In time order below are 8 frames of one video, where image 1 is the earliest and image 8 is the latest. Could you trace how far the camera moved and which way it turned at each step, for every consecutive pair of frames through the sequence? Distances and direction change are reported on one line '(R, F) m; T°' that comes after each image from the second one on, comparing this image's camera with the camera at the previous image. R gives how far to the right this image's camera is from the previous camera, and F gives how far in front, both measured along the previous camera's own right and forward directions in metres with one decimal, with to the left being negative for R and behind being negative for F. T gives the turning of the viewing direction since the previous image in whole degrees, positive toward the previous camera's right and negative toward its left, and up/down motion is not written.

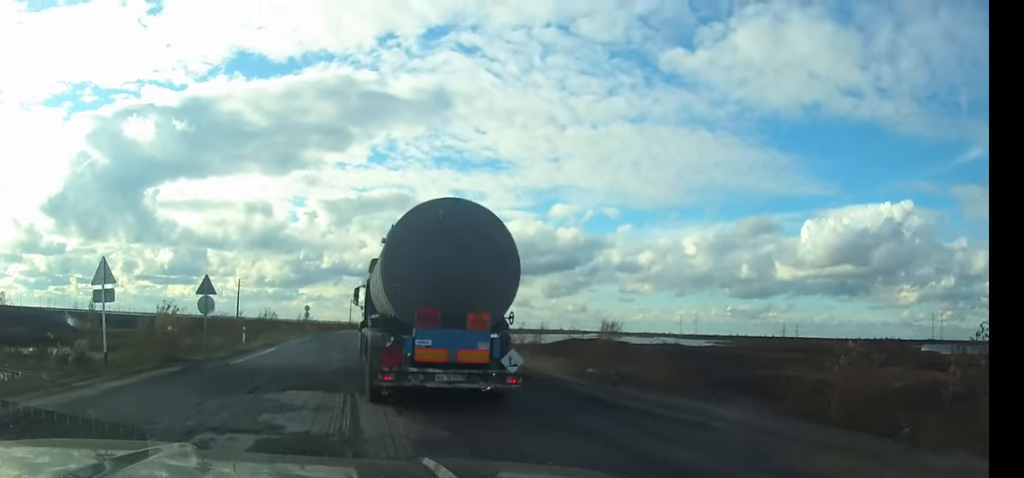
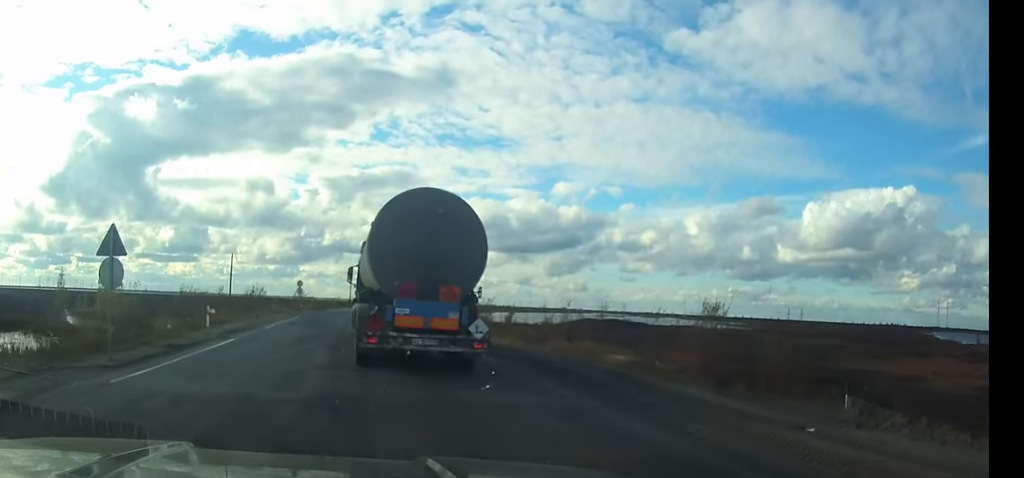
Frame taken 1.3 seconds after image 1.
(-0.1, +9.6) m; 0°
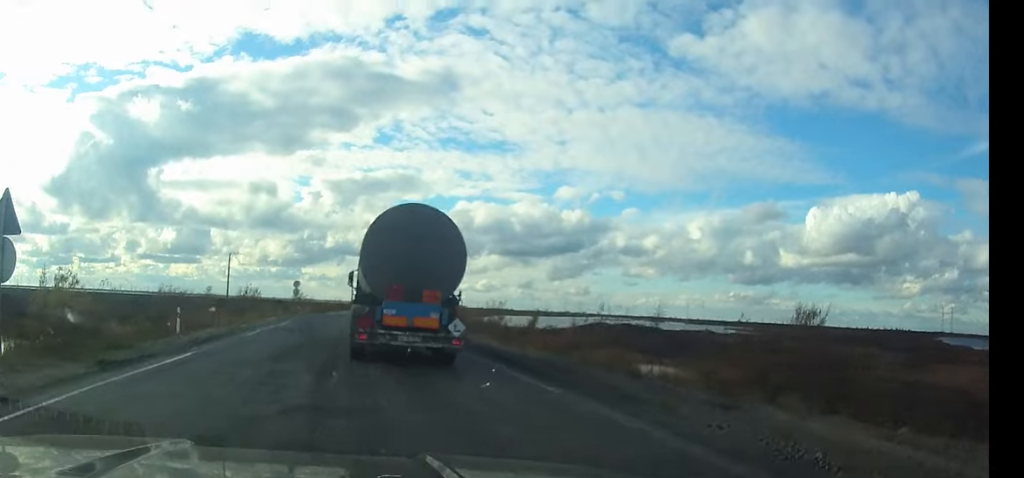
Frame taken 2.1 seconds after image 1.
(0.0, +5.7) m; 0°
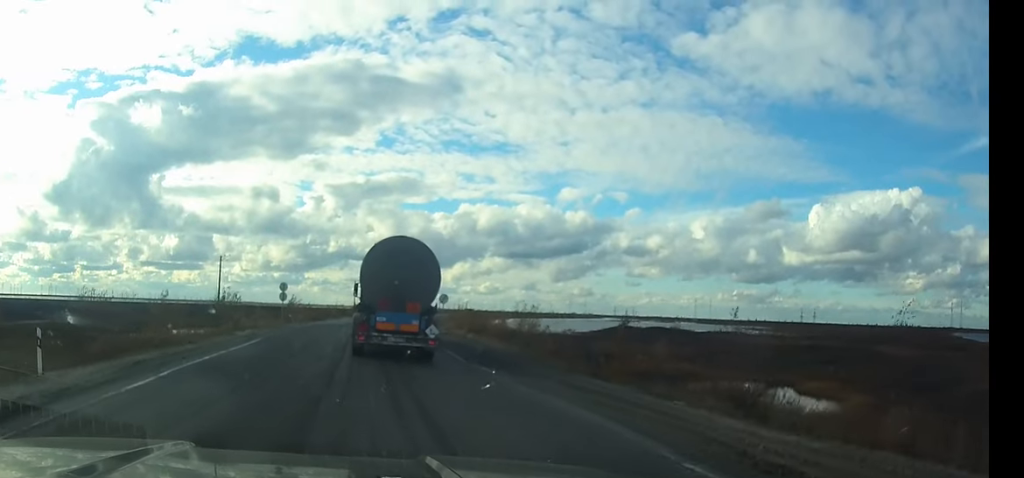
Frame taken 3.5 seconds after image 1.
(+0.1, +13.0) m; +1°
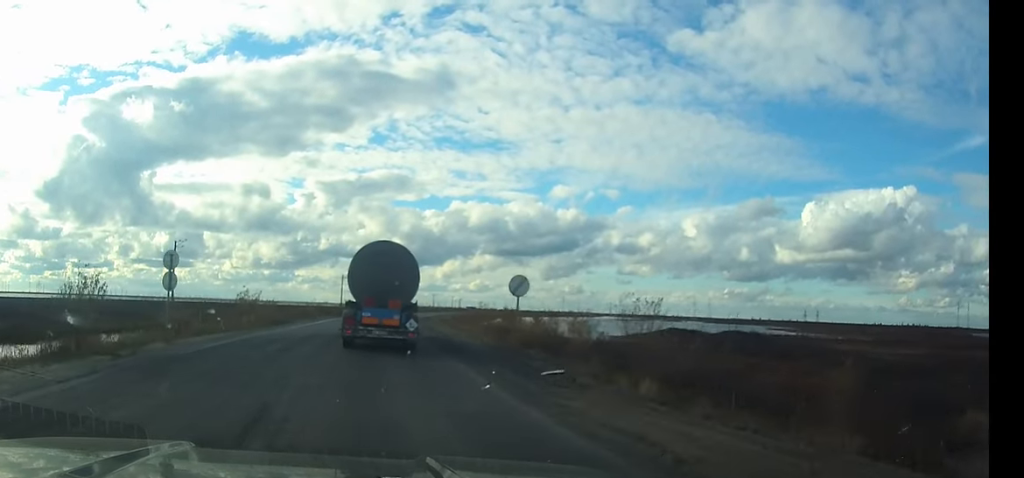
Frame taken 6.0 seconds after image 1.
(+0.4, +25.6) m; +1°
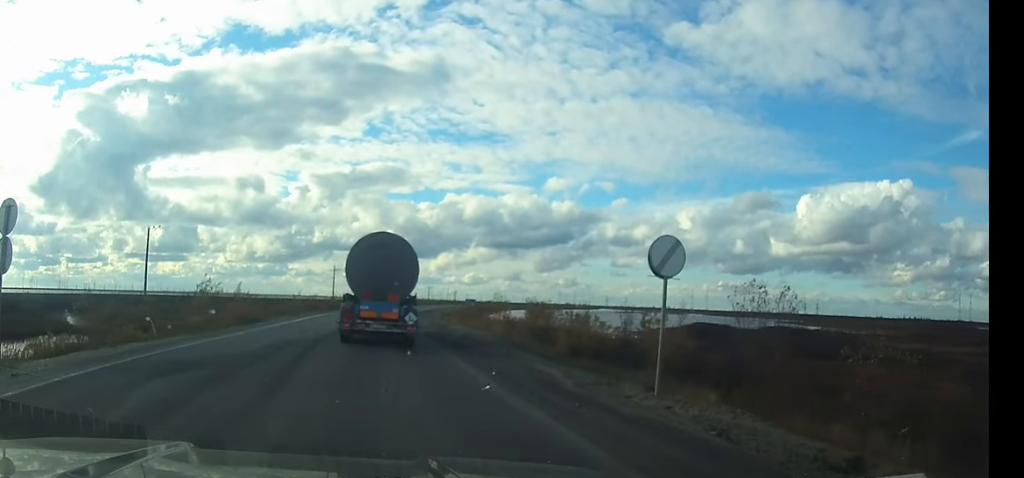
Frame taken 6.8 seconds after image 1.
(-0.1, +10.2) m; 0°
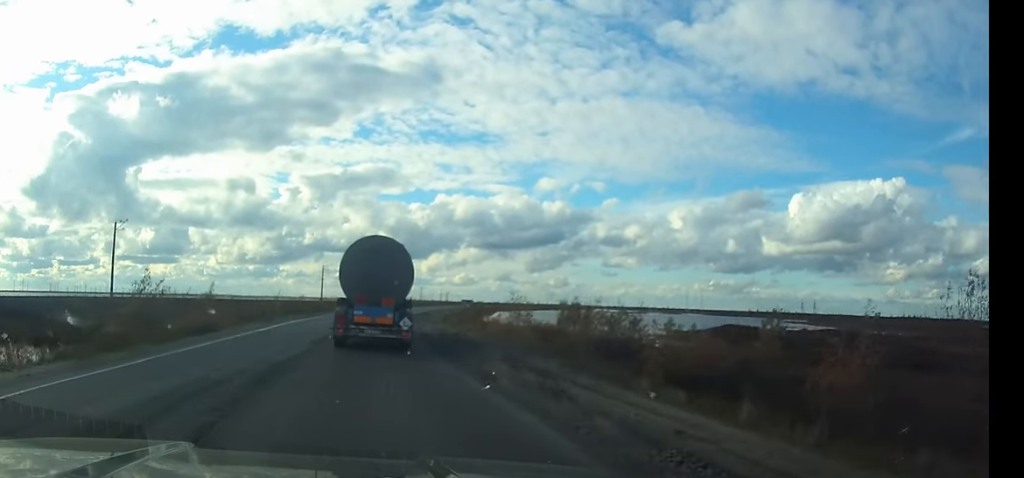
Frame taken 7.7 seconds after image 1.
(0.0, +10.1) m; +1°
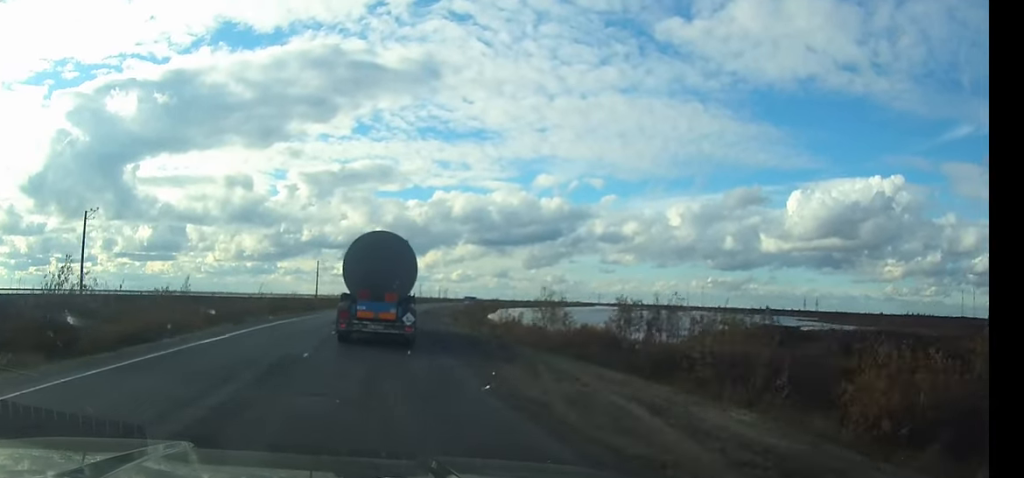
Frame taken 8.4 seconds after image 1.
(0.0, +9.4) m; +1°
